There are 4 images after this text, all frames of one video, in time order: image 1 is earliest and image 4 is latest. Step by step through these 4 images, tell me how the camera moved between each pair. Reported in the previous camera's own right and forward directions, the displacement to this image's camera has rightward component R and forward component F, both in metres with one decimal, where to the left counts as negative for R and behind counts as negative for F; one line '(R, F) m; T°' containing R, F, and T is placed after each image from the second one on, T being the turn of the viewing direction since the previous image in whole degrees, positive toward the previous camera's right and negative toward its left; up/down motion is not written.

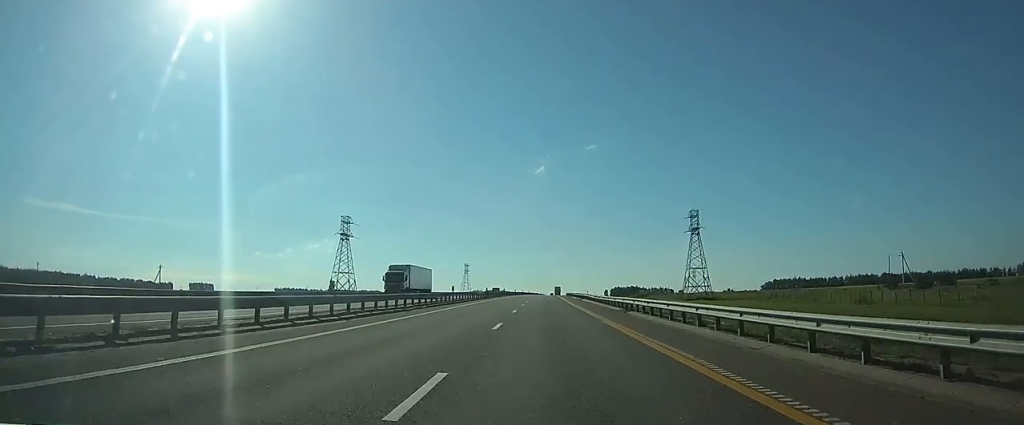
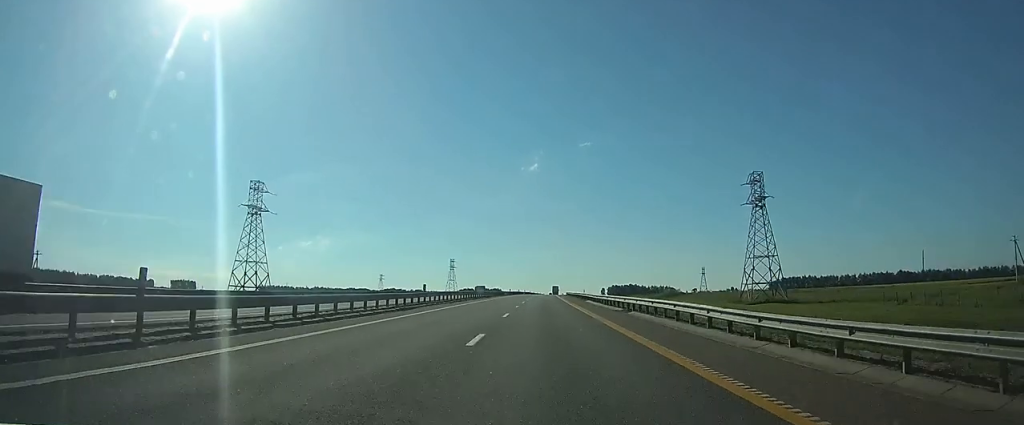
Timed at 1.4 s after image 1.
(+0.1, +41.0) m; 0°
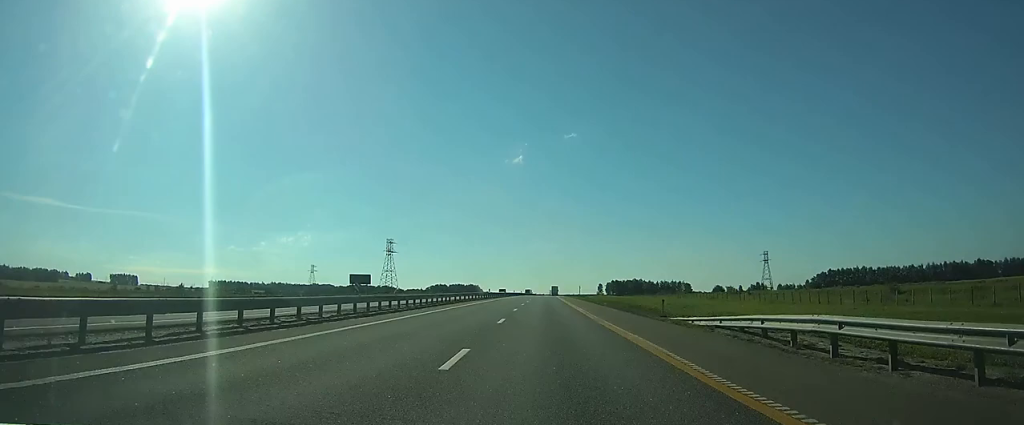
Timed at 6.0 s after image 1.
(+1.7, +134.3) m; +1°
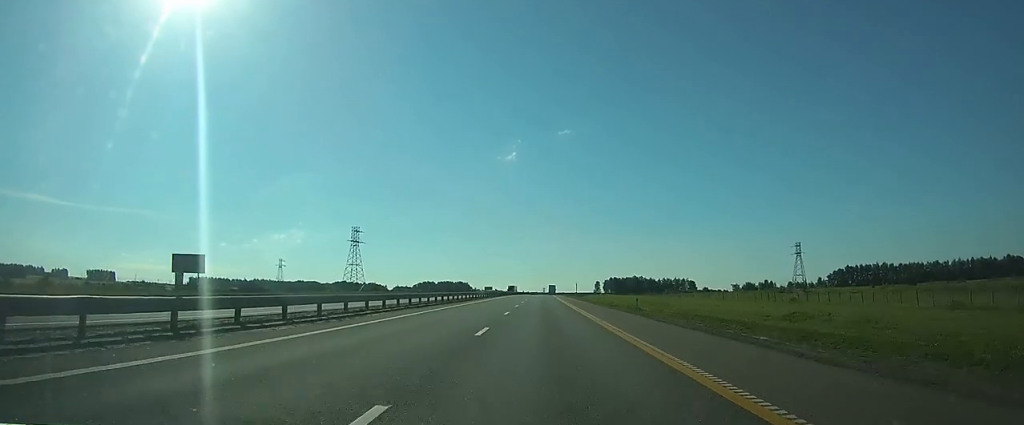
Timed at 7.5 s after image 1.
(+0.3, +41.3) m; +1°
